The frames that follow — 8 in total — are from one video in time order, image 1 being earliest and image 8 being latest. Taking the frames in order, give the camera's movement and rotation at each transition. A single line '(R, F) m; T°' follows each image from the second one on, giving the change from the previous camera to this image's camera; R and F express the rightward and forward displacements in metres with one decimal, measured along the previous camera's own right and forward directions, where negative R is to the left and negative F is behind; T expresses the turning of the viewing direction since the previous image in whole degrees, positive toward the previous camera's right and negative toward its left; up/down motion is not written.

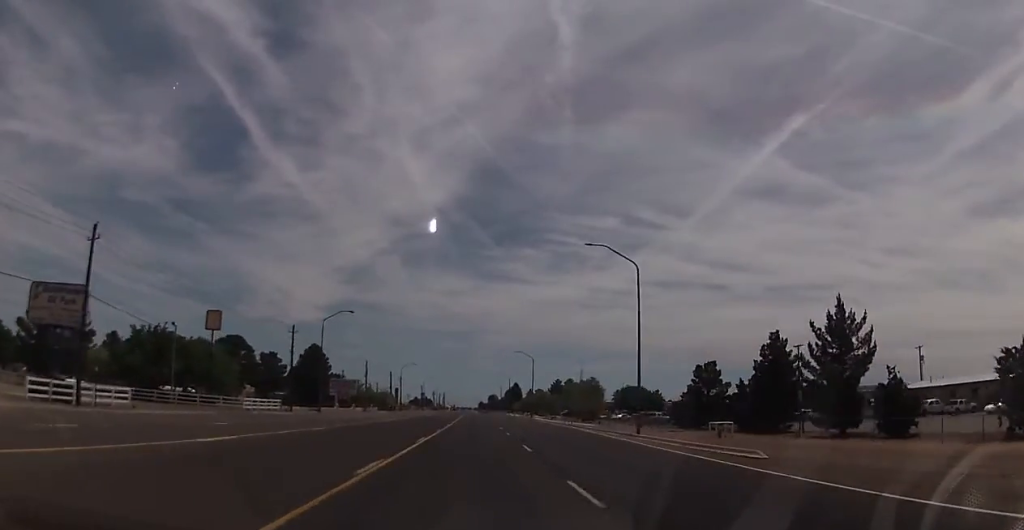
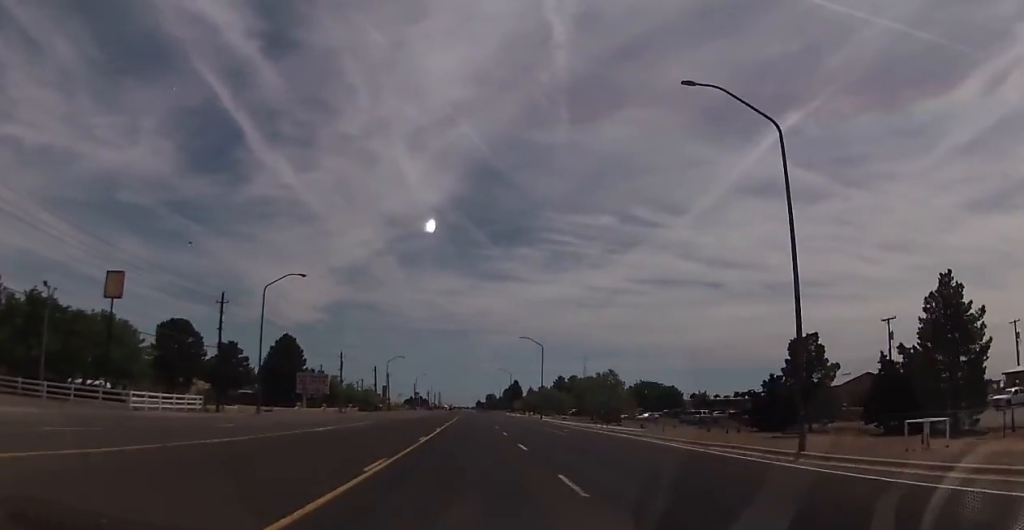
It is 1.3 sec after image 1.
(0.0, +23.3) m; 0°
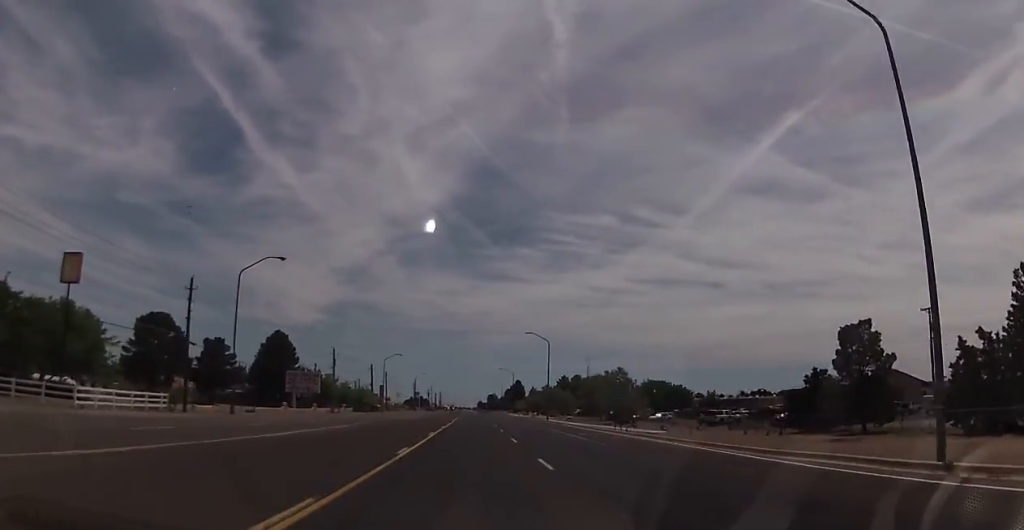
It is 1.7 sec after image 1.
(0.0, +7.4) m; 0°
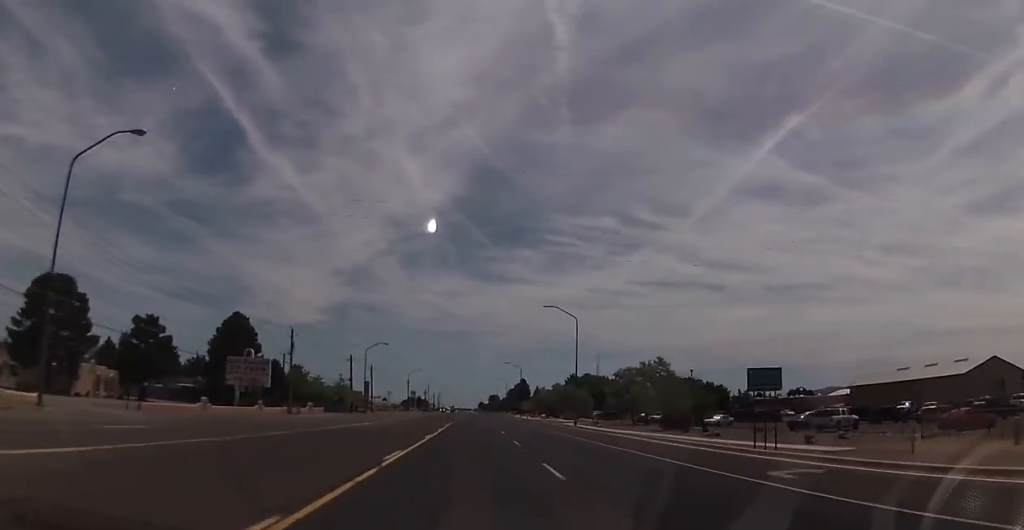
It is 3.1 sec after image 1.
(0.0, +26.3) m; 0°
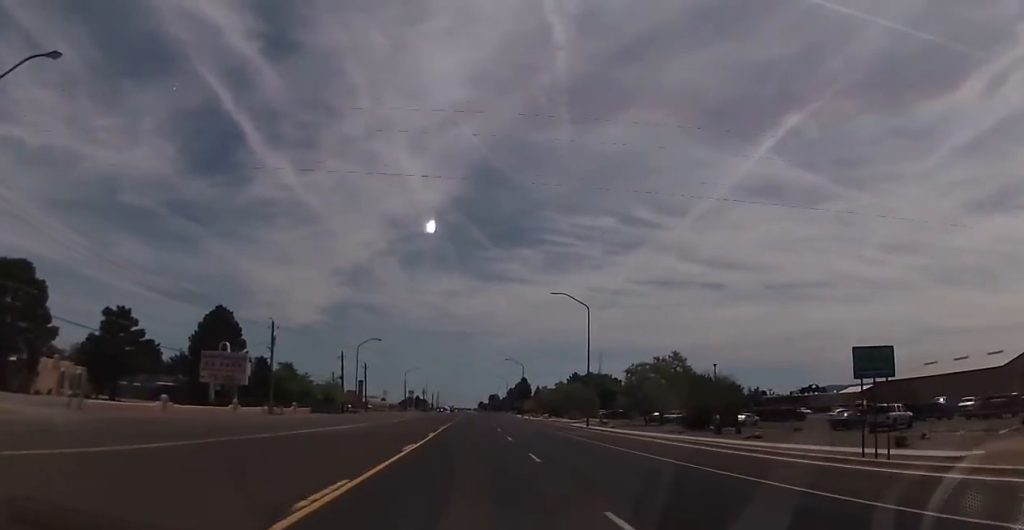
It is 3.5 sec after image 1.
(0.0, +8.0) m; 0°
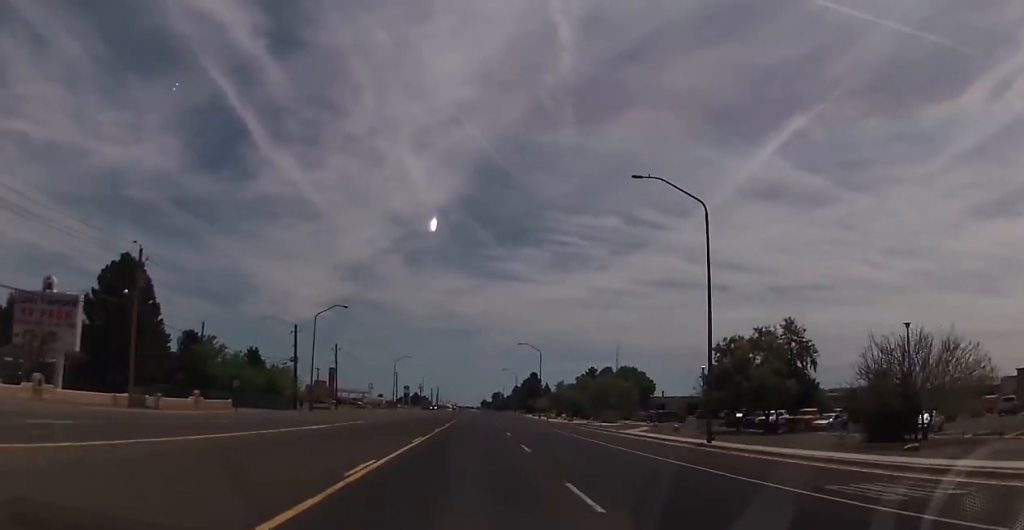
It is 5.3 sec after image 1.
(0.0, +33.0) m; 0°
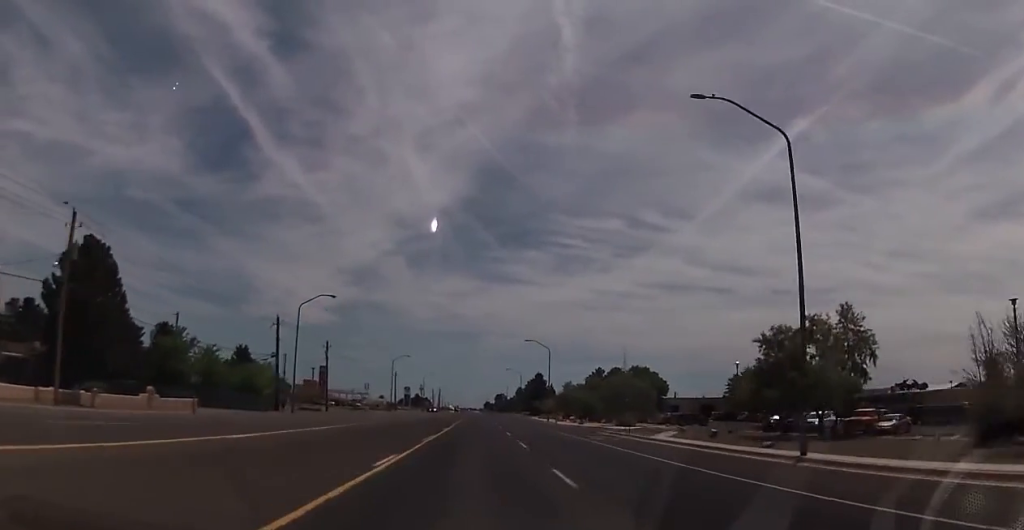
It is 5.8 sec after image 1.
(0.0, +9.2) m; 0°
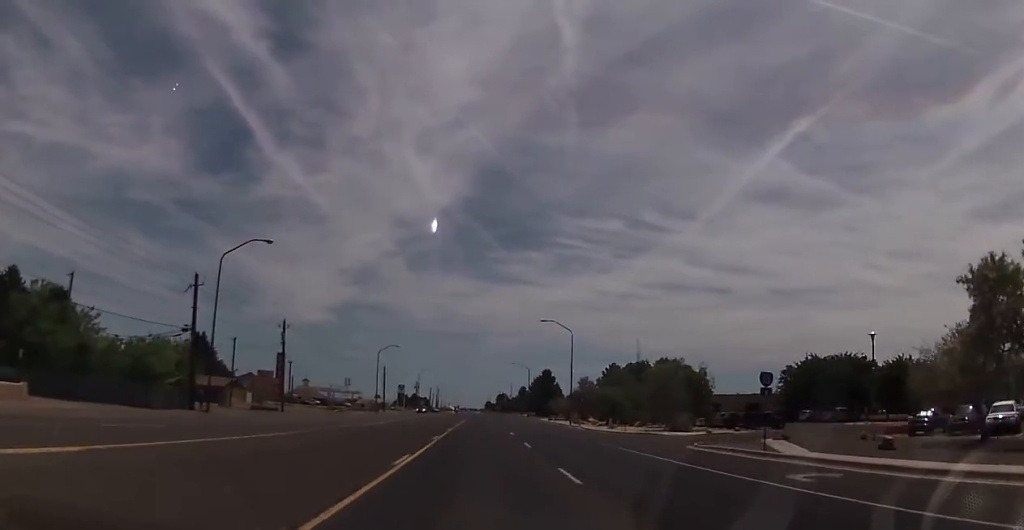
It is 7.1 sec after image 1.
(0.0, +23.8) m; 0°
